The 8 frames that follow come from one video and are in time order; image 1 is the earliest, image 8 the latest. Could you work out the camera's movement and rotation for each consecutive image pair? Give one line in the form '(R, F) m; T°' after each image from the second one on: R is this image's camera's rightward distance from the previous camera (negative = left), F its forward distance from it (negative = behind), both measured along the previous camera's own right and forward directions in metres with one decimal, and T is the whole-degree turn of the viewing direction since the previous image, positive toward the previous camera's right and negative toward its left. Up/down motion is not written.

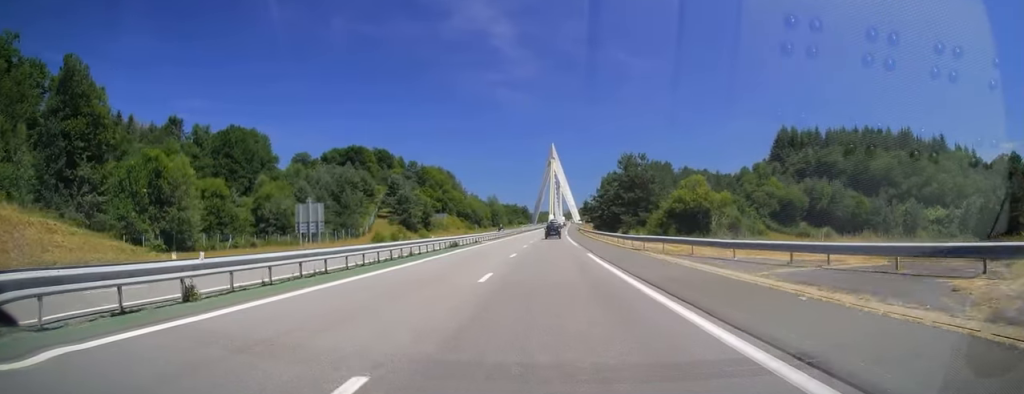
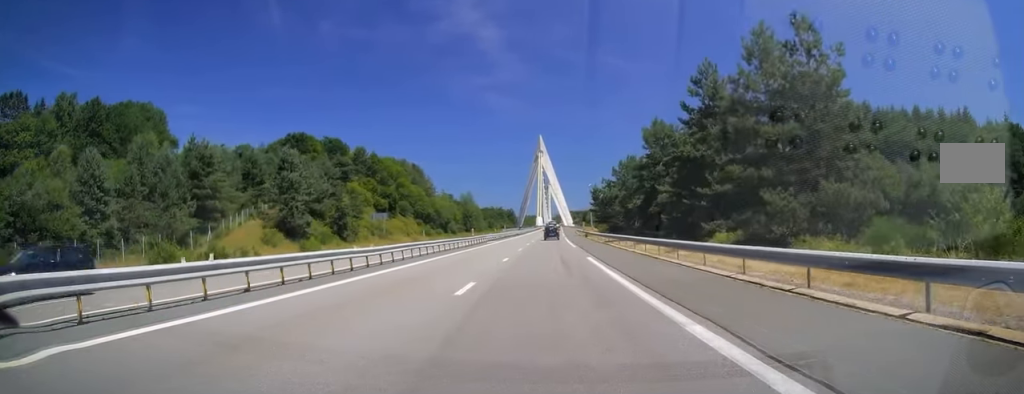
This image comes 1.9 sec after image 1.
(+0.2, +54.8) m; +1°
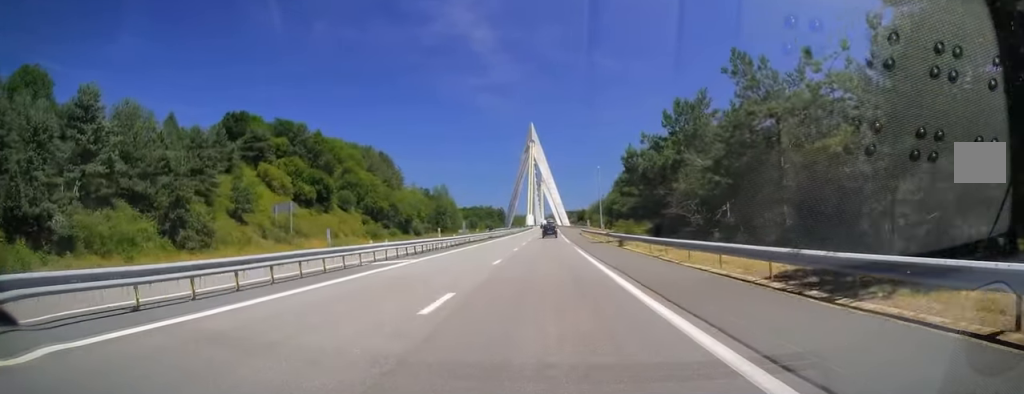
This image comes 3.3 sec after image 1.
(+0.5, +42.0) m; 0°
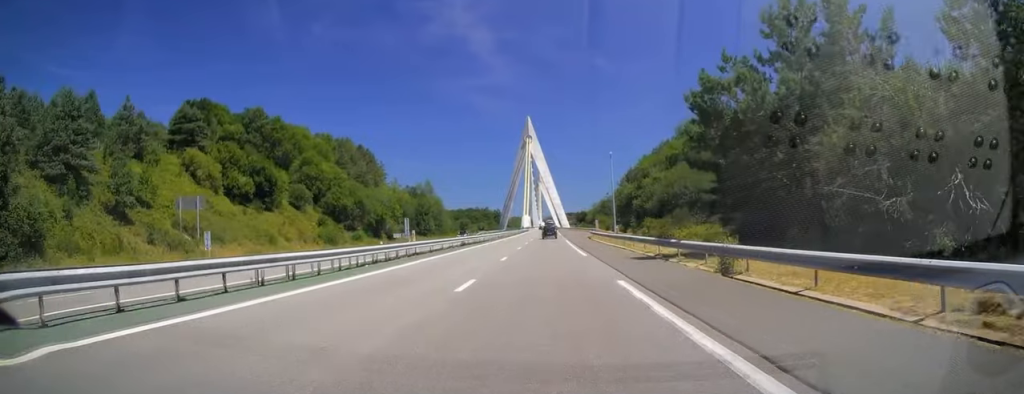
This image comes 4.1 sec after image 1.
(-0.3, +22.5) m; 0°
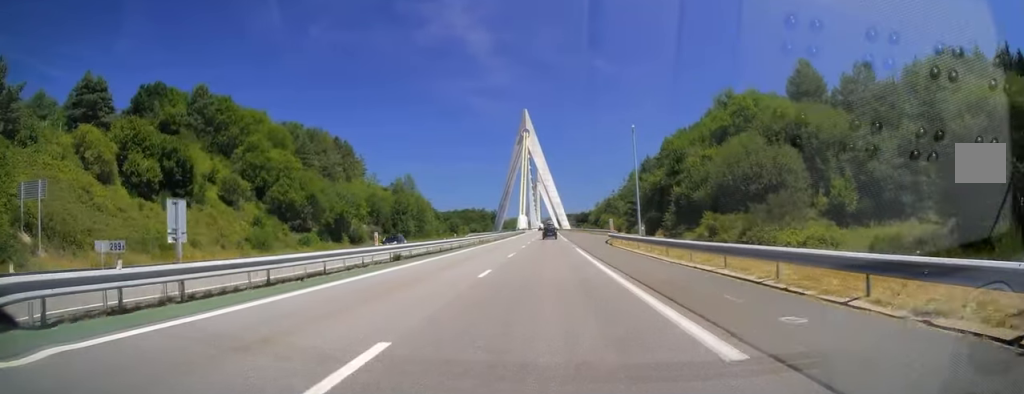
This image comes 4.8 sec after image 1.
(+0.1, +22.0) m; 0°
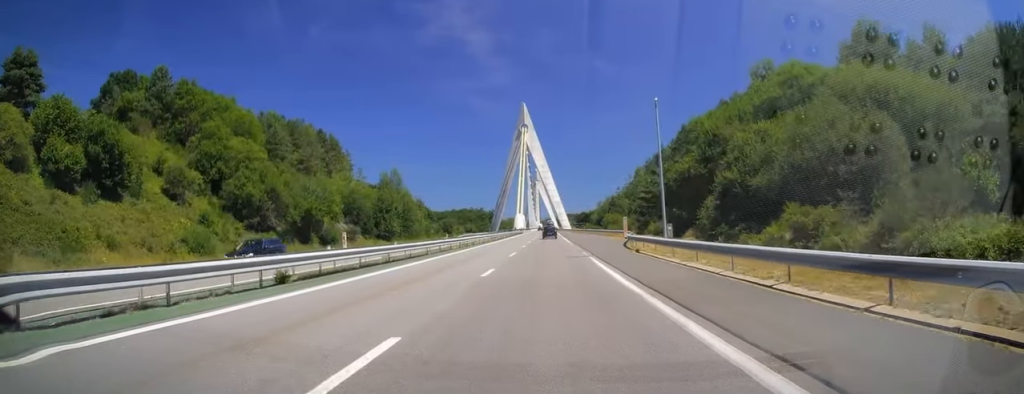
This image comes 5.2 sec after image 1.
(+0.1, +12.7) m; 0°
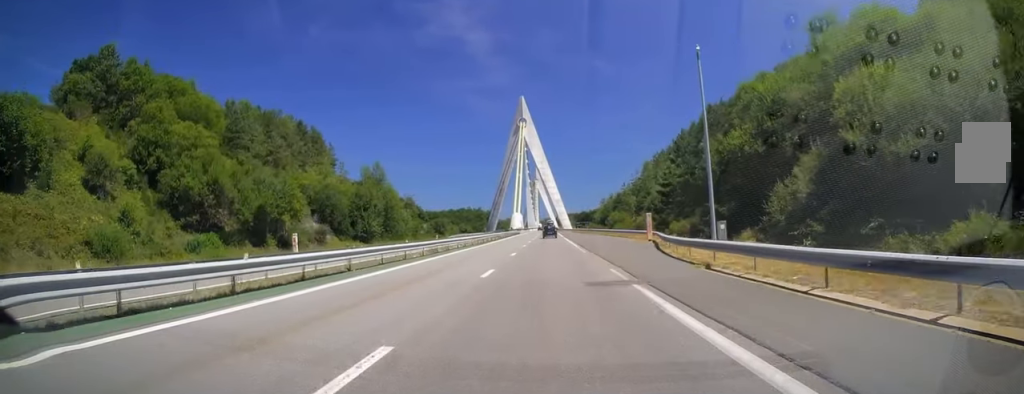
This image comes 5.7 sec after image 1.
(0.0, +13.7) m; 0°
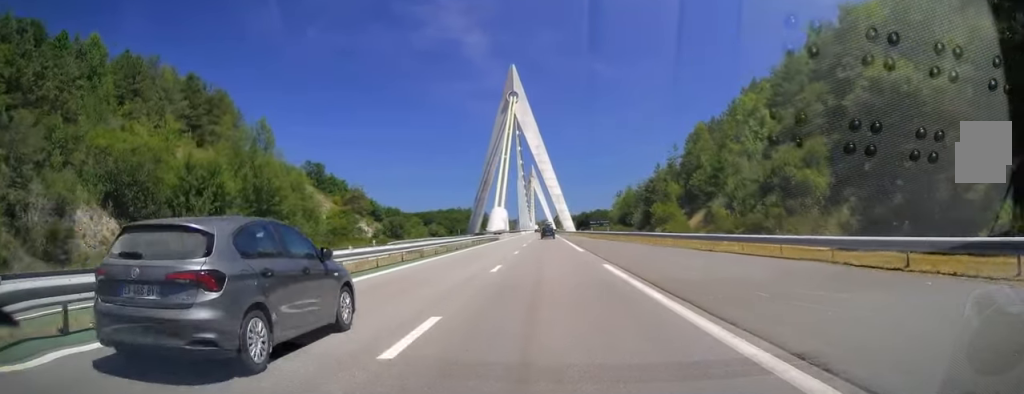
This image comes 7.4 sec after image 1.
(-0.1, +49.7) m; 0°
